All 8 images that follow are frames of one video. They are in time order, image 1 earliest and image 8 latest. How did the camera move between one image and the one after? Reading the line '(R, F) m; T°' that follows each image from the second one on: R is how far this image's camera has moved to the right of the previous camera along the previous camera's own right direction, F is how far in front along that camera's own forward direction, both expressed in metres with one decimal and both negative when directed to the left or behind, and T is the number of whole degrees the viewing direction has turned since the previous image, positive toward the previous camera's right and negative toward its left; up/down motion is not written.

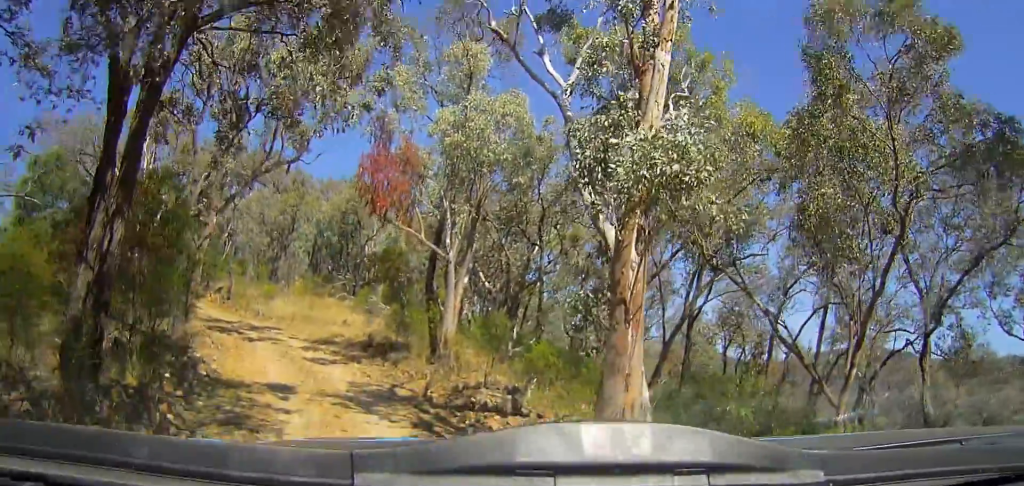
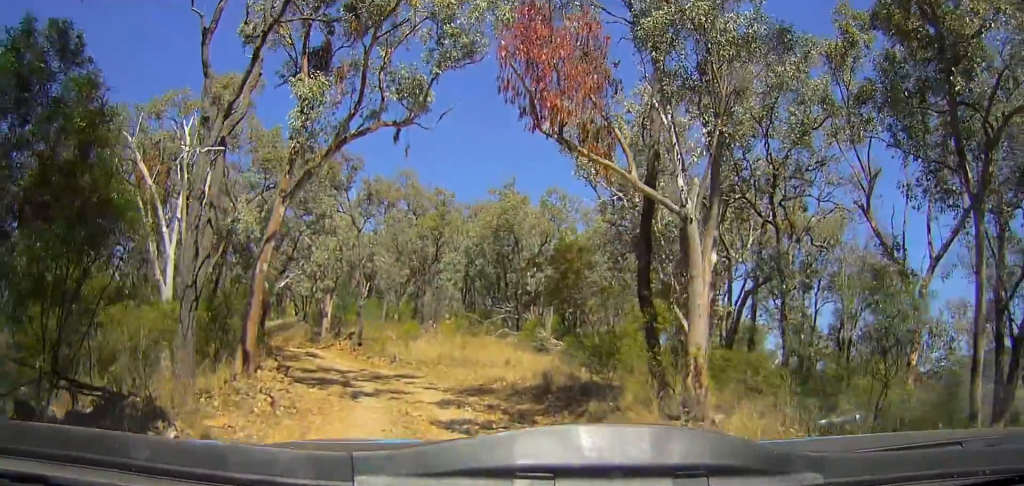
(-0.7, +8.1) m; -9°
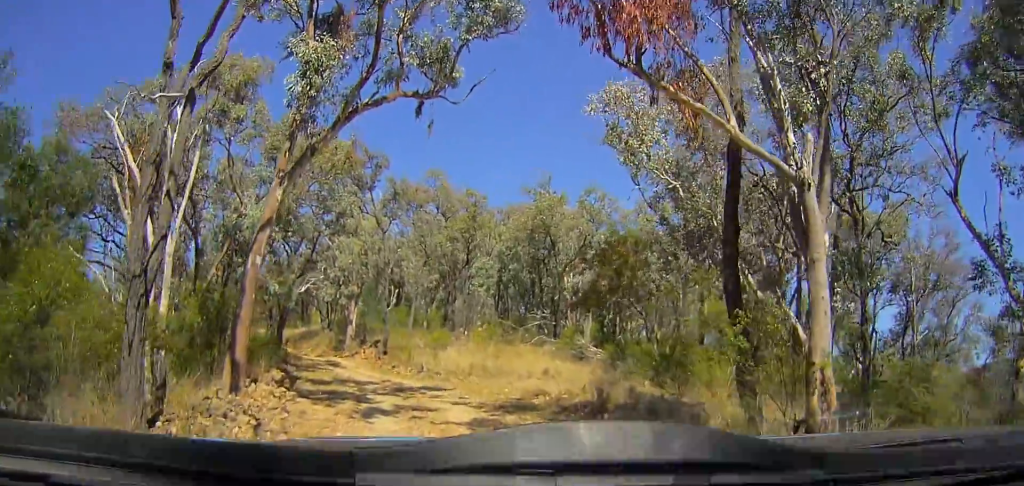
(0.0, +2.4) m; -1°
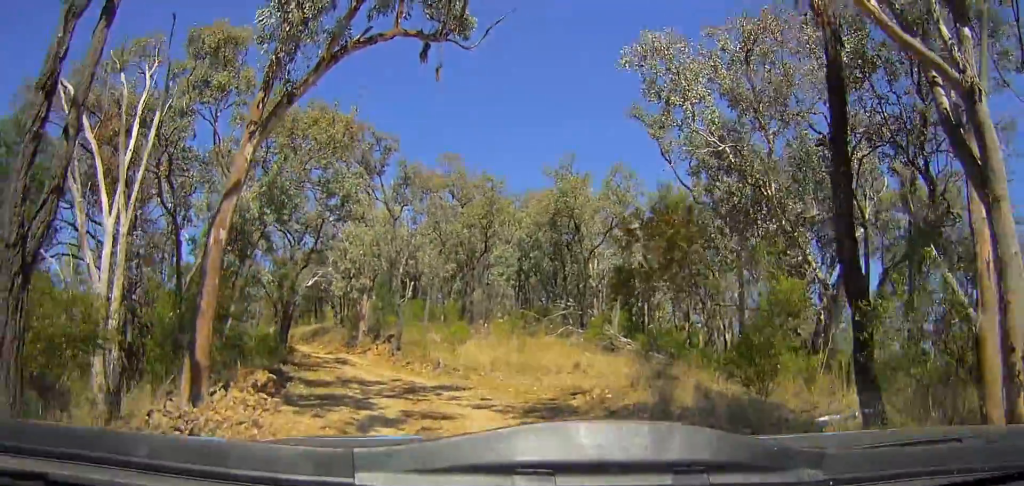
(0.0, +2.5) m; -3°
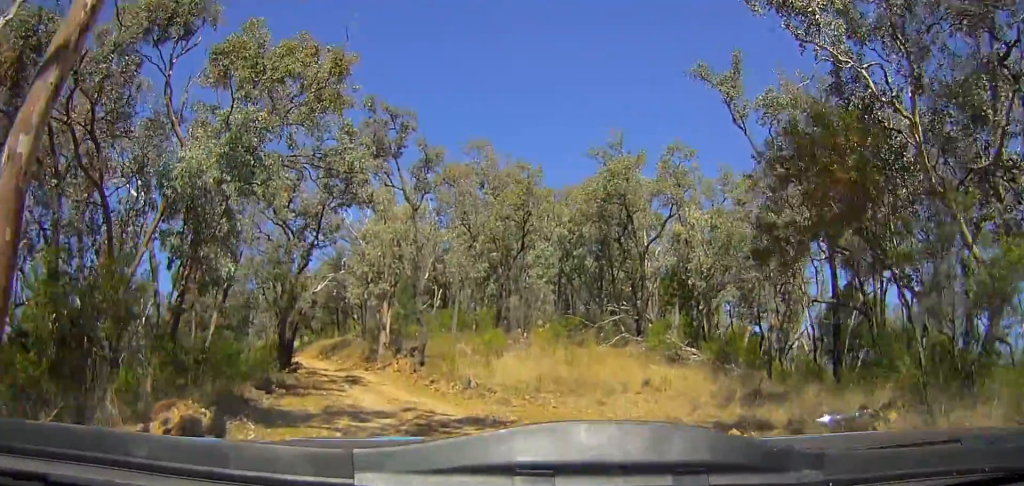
(-0.3, +5.1) m; -7°
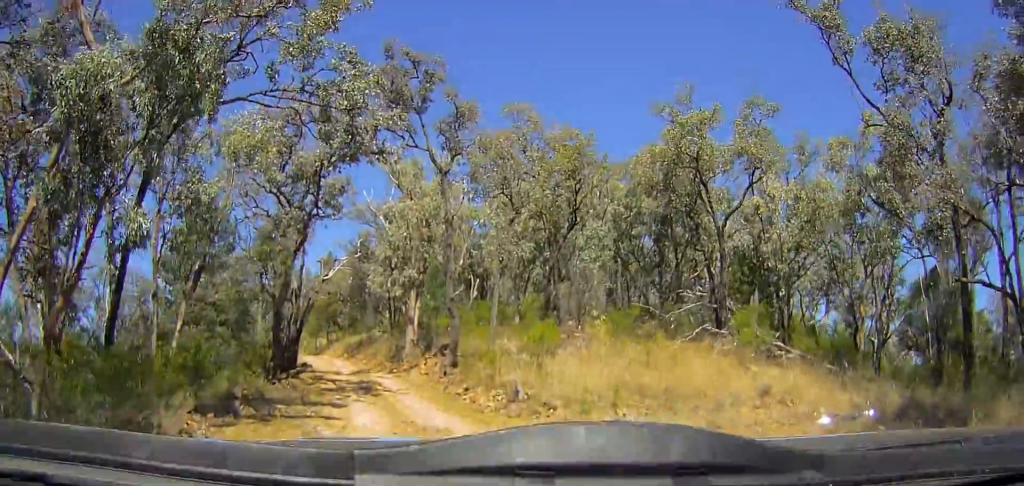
(-0.2, +5.2) m; -2°
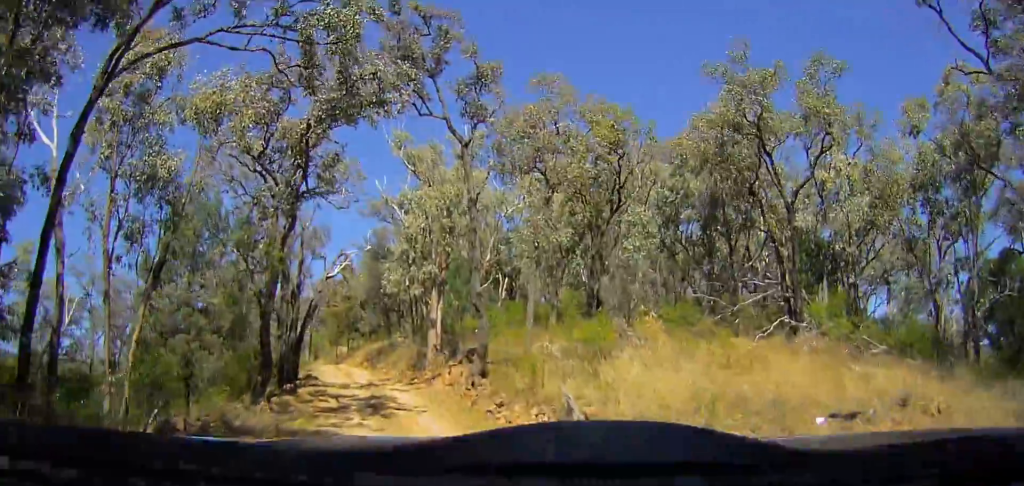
(0.0, +3.9) m; +1°
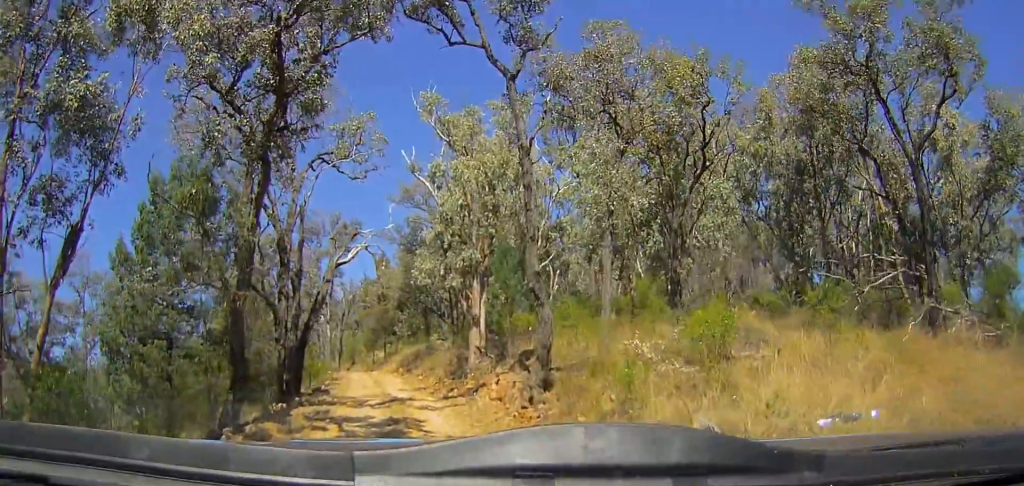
(0.0, +5.1) m; 0°
